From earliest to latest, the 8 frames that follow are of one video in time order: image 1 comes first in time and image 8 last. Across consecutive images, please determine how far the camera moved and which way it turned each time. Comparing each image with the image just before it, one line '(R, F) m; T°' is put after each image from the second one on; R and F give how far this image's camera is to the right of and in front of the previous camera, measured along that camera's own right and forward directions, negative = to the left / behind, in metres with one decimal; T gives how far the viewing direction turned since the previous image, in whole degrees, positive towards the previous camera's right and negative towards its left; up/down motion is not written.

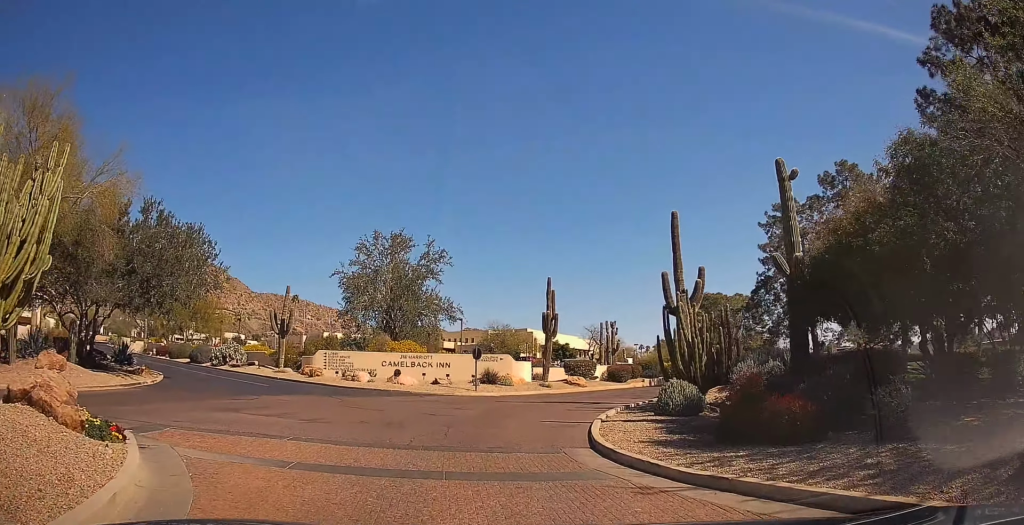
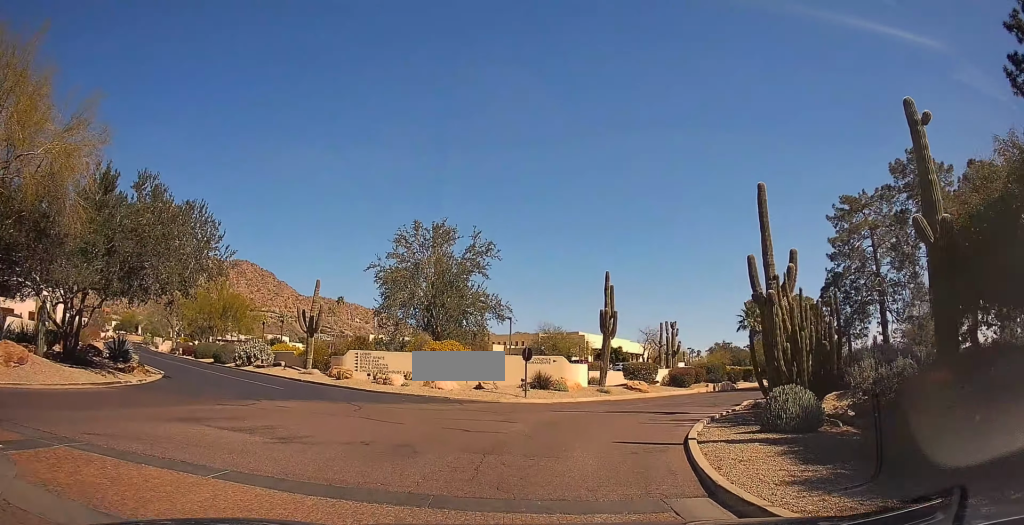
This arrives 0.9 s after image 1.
(+0.4, +4.1) m; +7°
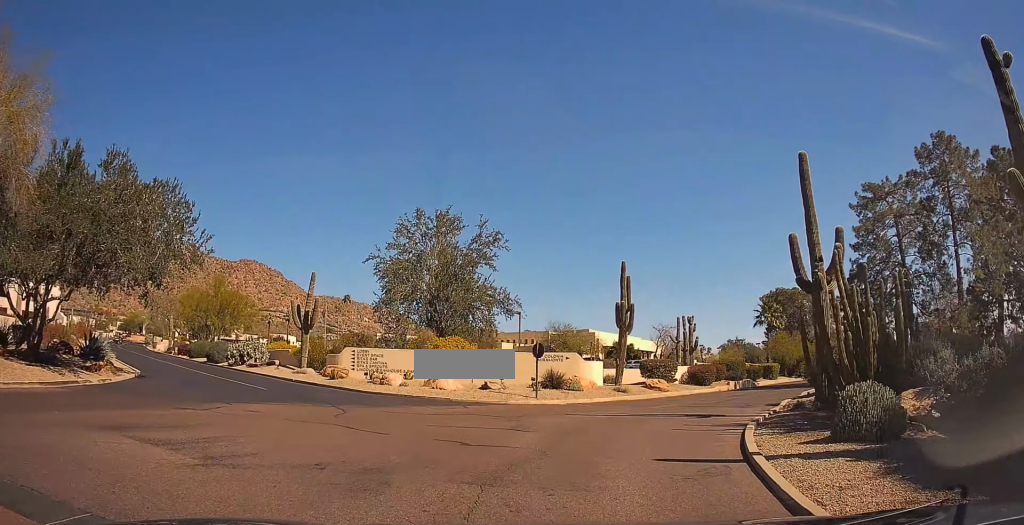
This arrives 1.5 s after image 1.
(+0.3, +2.7) m; +1°
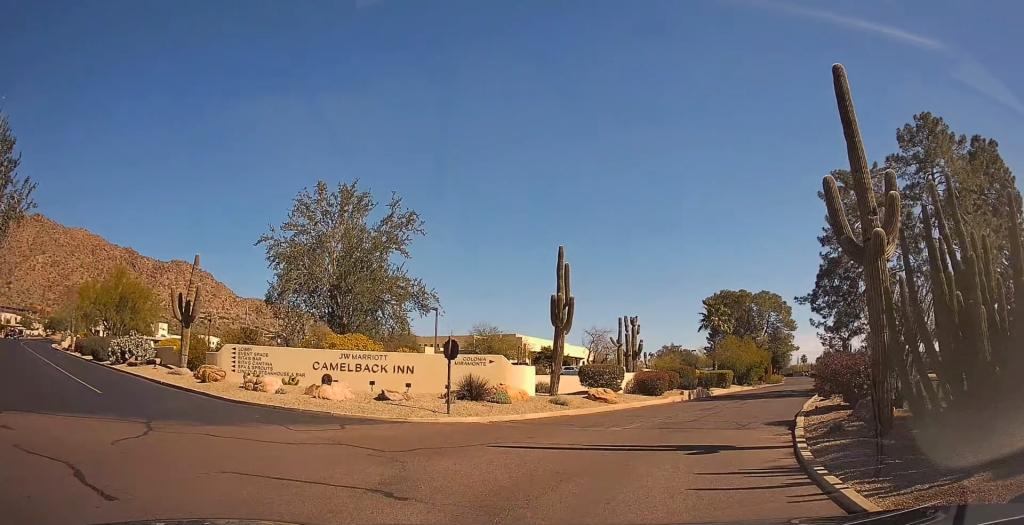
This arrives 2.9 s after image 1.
(0.0, +6.3) m; +6°
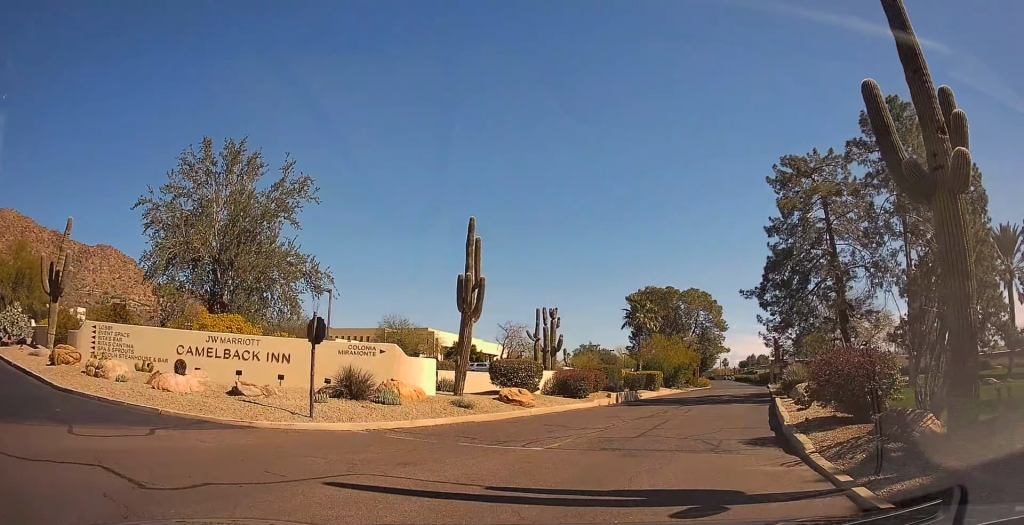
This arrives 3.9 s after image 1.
(+0.4, +4.6) m; +5°
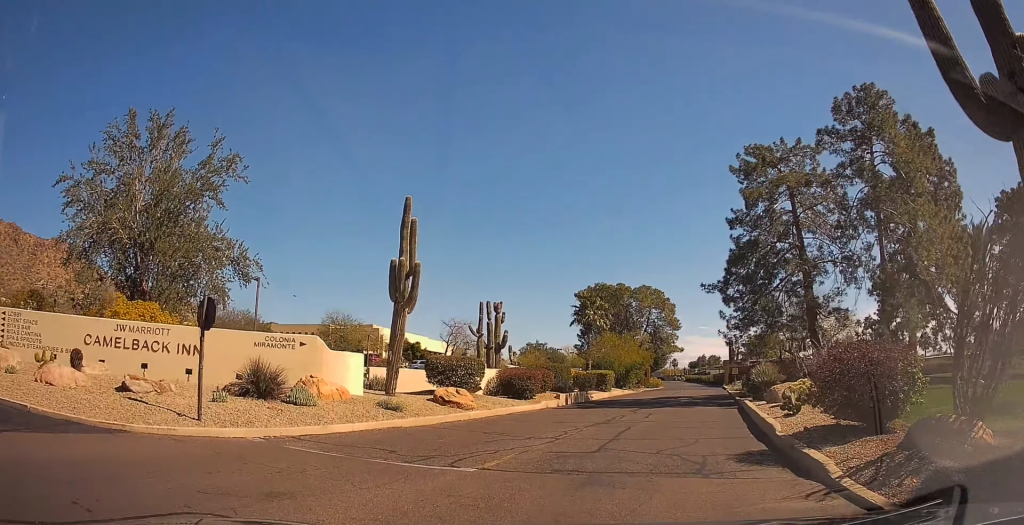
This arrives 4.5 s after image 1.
(0.0, +2.6) m; +1°
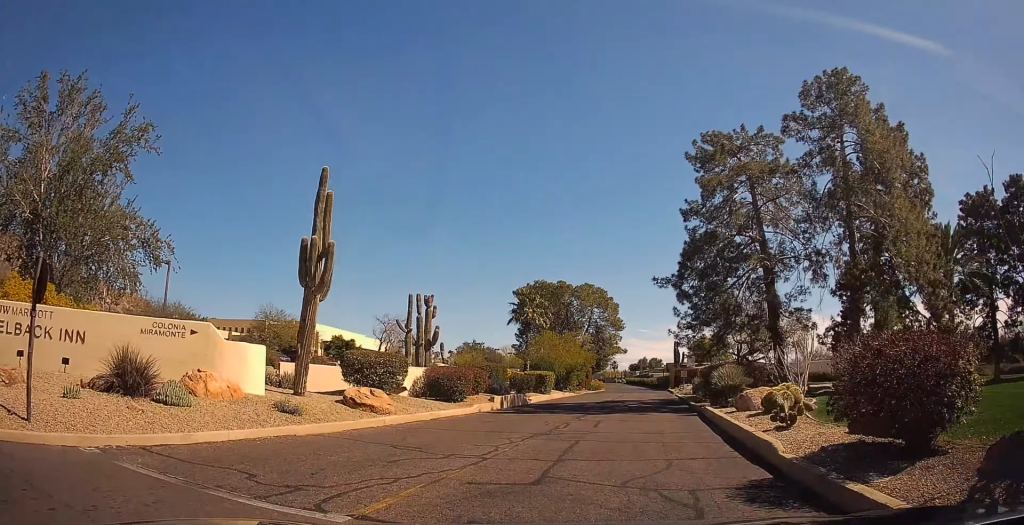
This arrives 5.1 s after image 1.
(0.0, +3.1) m; +7°
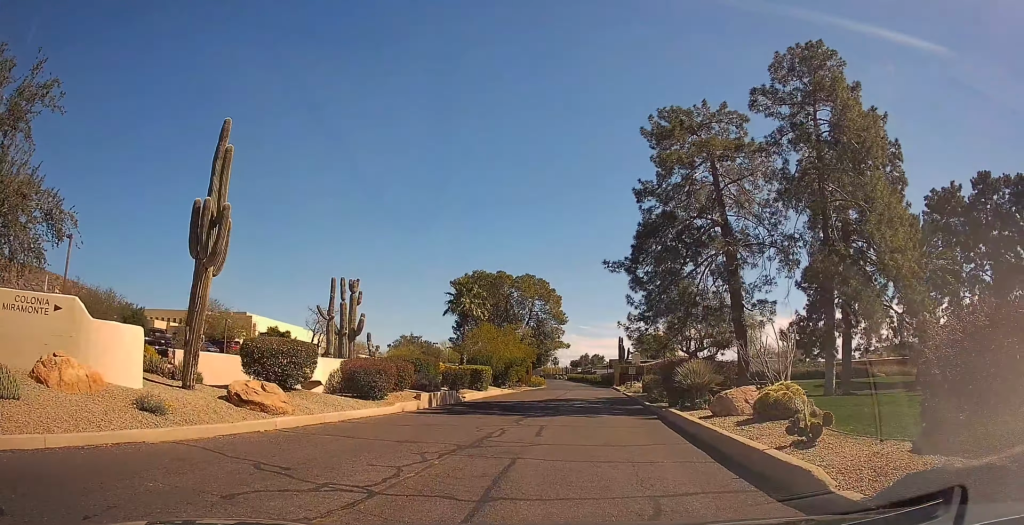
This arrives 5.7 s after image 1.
(+0.1, +3.4) m; +8°
